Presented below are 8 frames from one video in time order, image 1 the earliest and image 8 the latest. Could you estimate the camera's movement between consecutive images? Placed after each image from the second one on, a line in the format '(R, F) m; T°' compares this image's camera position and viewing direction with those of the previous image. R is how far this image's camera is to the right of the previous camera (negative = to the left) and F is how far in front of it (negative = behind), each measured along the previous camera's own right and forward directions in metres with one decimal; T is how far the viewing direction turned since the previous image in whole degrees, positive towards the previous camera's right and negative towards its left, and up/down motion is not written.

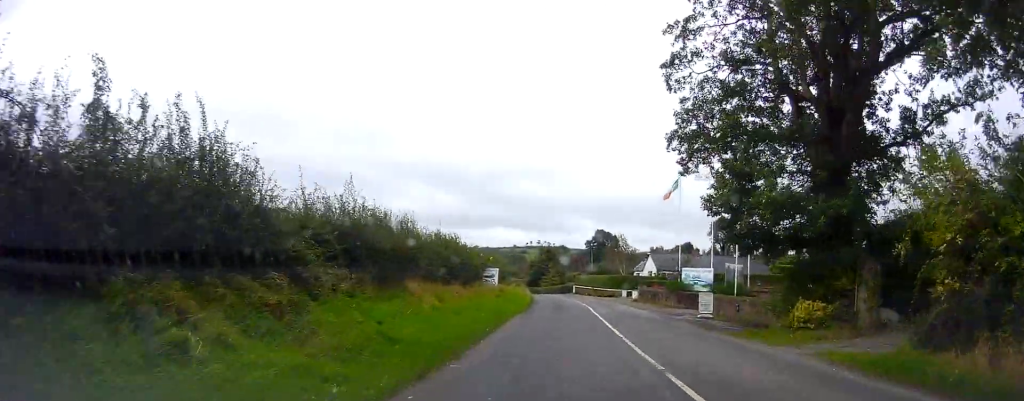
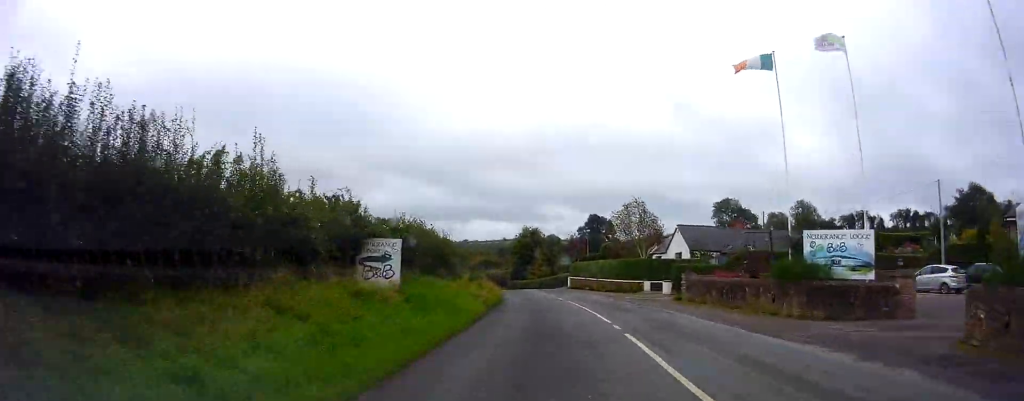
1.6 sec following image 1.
(+0.7, +20.7) m; -1°
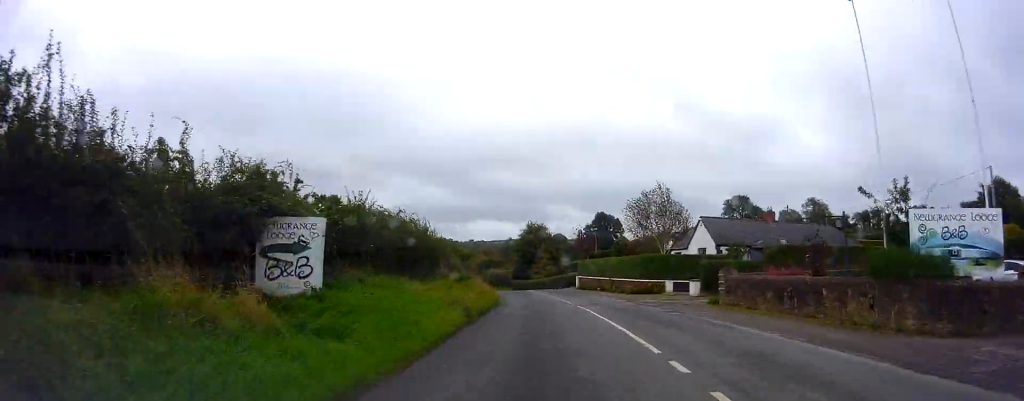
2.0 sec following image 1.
(-0.3, +5.7) m; -2°
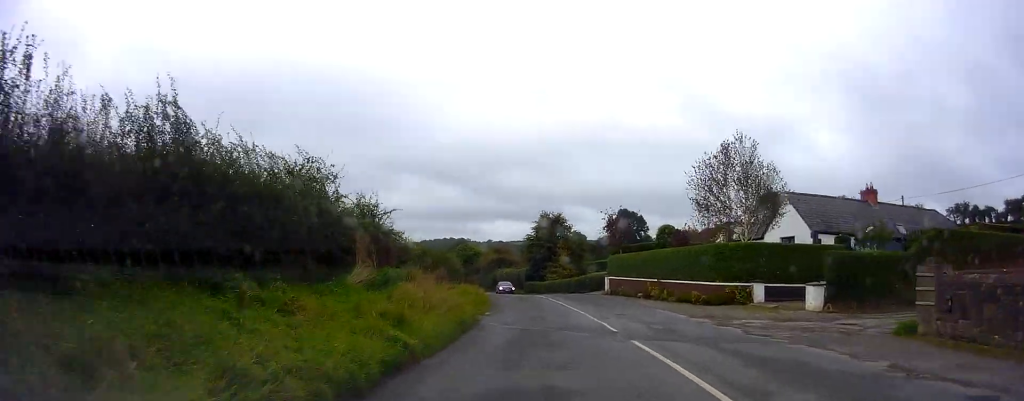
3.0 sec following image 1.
(0.0, +12.9) m; -1°
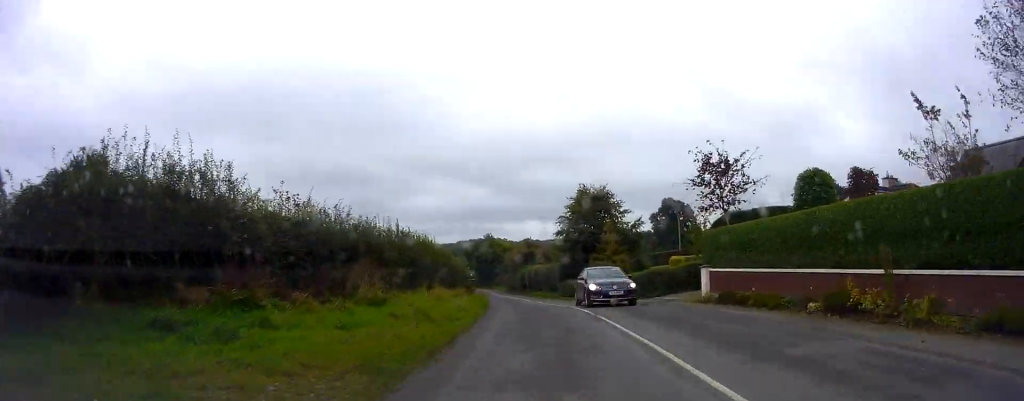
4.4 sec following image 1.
(-0.2, +17.9) m; -2°
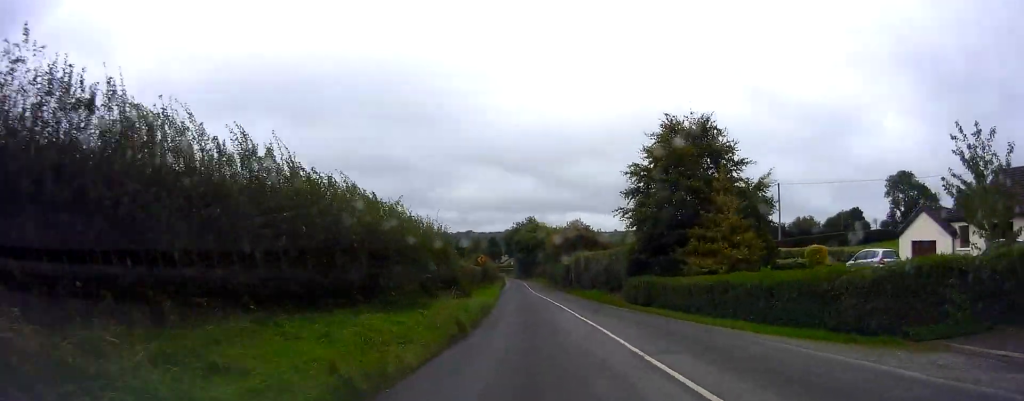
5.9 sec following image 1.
(-1.0, +19.8) m; -5°
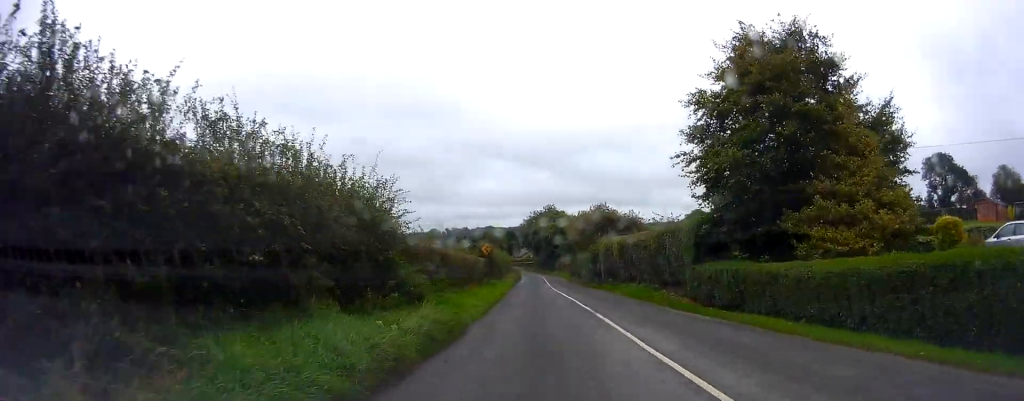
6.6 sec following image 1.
(-0.1, +9.9) m; -2°
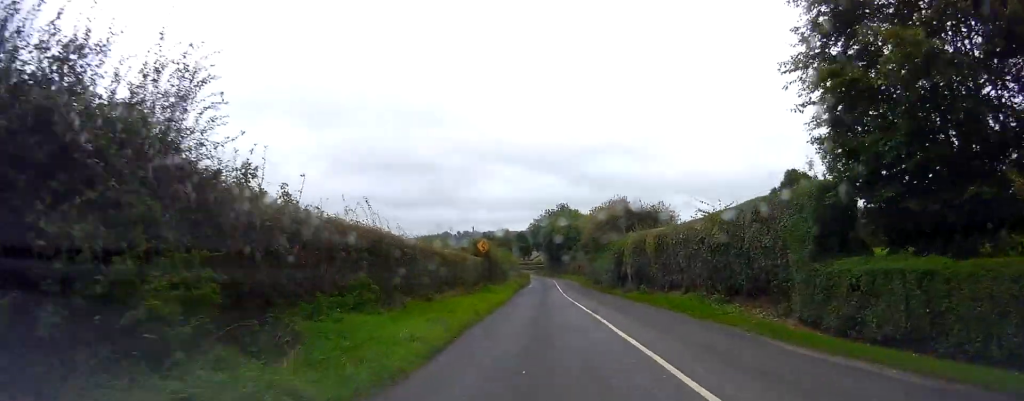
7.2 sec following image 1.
(+0.3, +7.8) m; -1°
